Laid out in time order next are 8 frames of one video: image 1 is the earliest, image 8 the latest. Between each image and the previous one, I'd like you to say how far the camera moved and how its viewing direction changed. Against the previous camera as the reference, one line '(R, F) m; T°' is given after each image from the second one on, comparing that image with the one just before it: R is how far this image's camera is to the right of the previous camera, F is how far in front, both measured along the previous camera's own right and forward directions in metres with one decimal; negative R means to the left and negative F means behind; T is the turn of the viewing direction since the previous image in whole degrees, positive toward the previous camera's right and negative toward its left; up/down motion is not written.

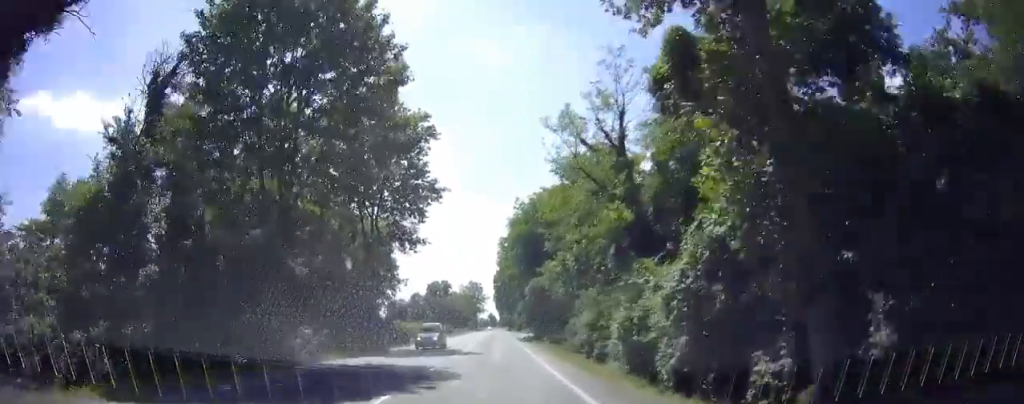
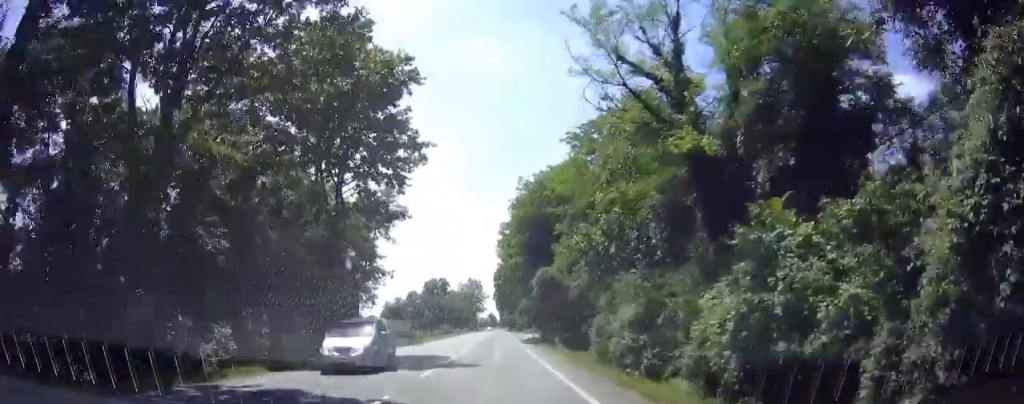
(0.0, +8.2) m; 0°
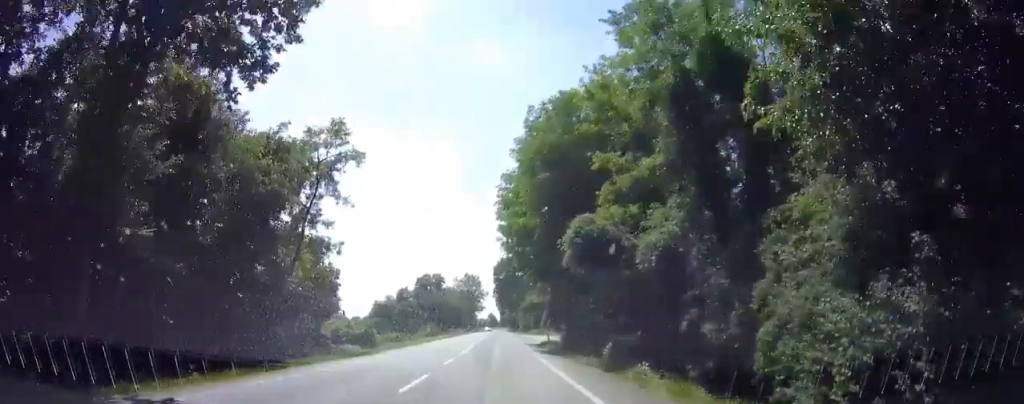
(0.0, +17.2) m; -1°
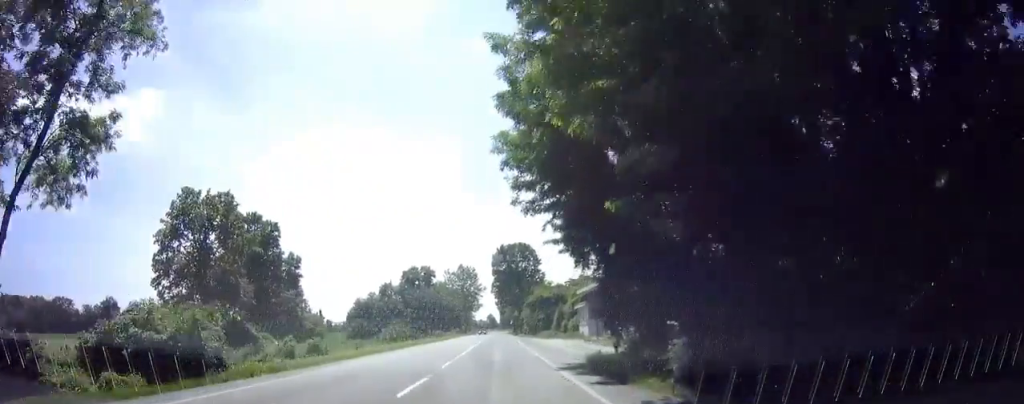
(-0.3, +23.8) m; 0°
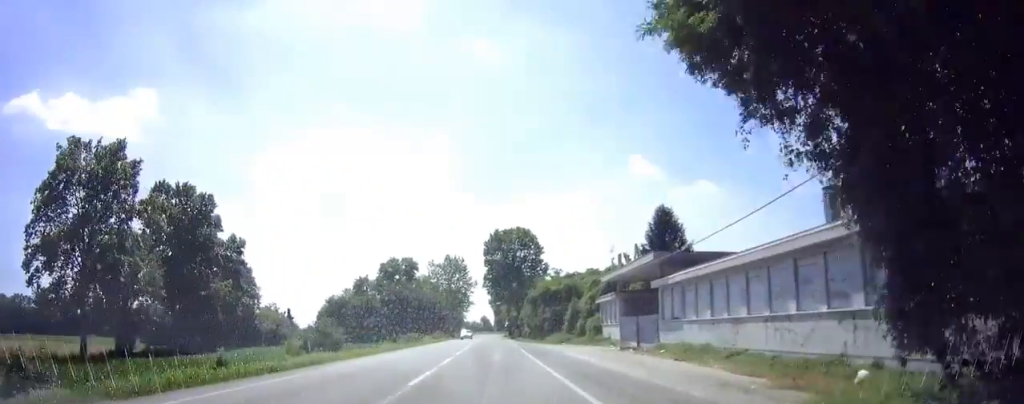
(+0.3, +19.3) m; +1°
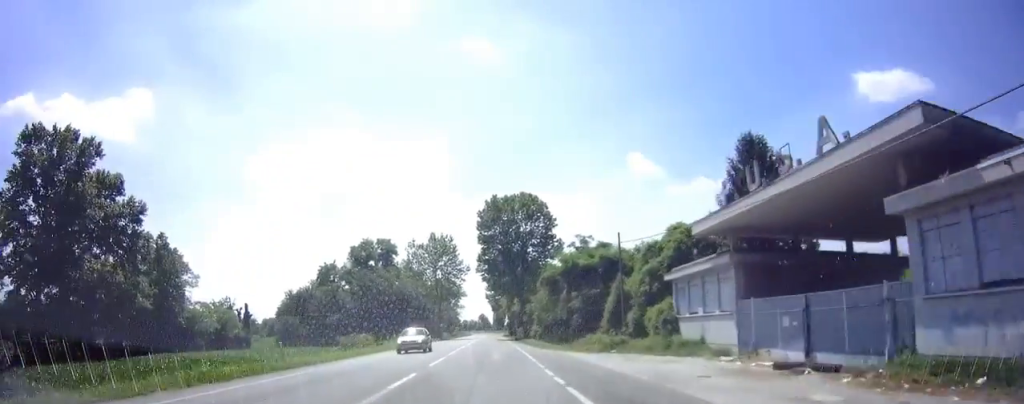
(+0.1, +21.9) m; 0°
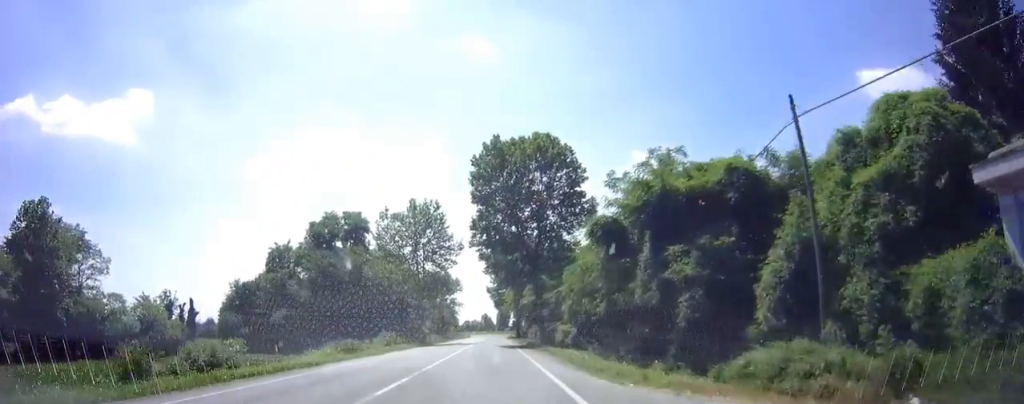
(0.0, +23.1) m; -1°
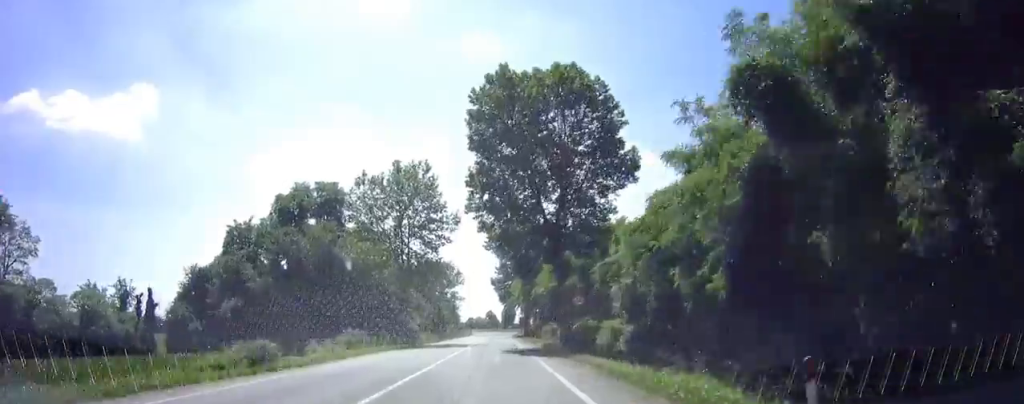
(-0.1, +13.3) m; -1°
